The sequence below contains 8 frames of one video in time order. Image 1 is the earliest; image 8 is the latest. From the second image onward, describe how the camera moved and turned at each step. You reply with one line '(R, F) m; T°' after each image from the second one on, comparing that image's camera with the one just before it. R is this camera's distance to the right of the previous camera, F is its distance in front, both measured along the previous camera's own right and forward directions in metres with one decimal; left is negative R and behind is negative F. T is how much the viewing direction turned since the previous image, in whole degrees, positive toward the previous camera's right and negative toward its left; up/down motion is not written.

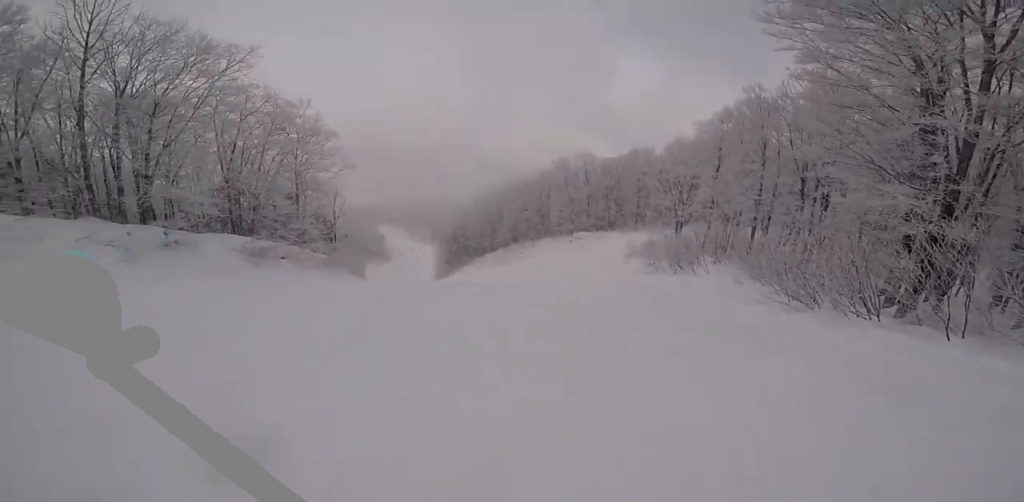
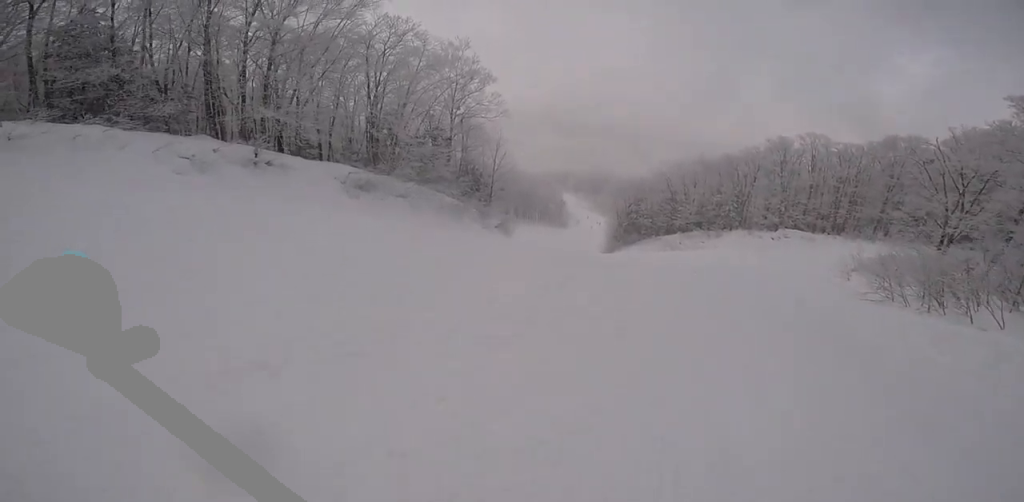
(-1.3, +7.6) m; -44°
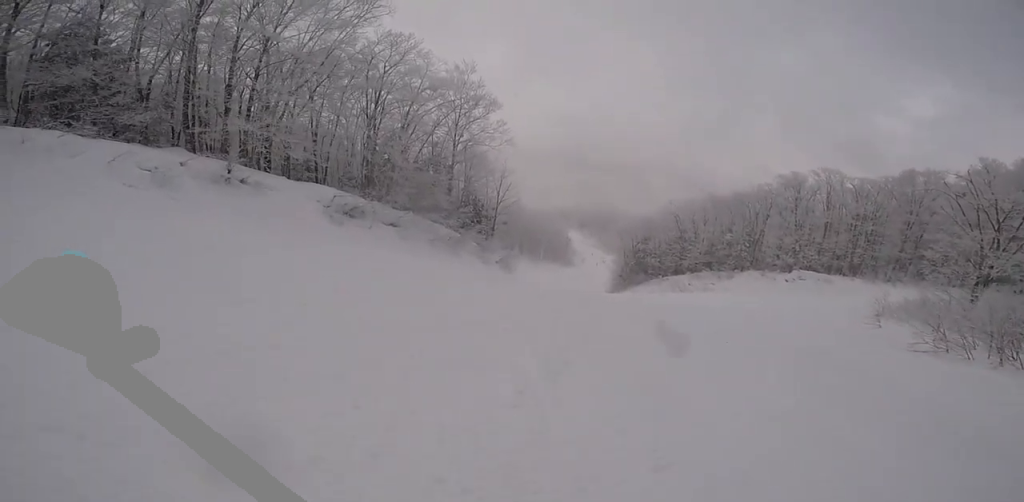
(-1.3, +2.7) m; -13°
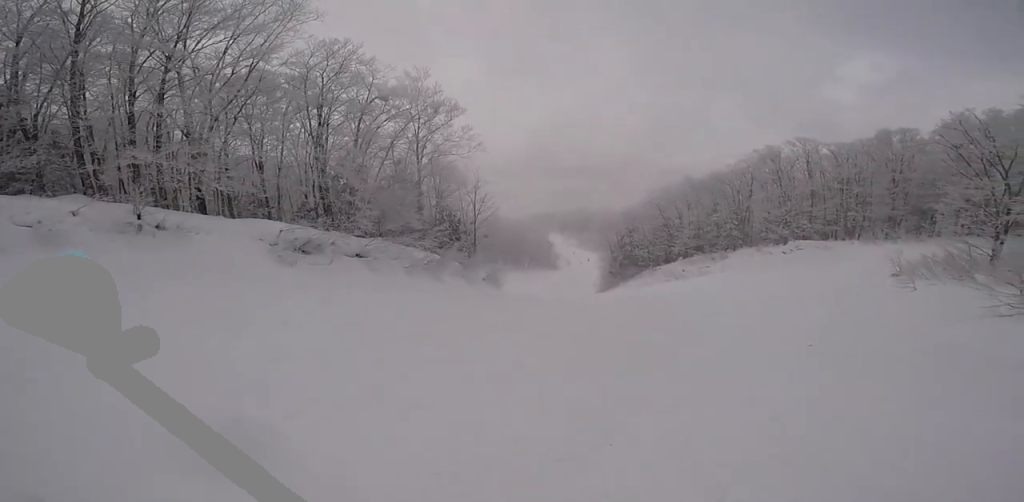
(-0.6, +3.9) m; 0°
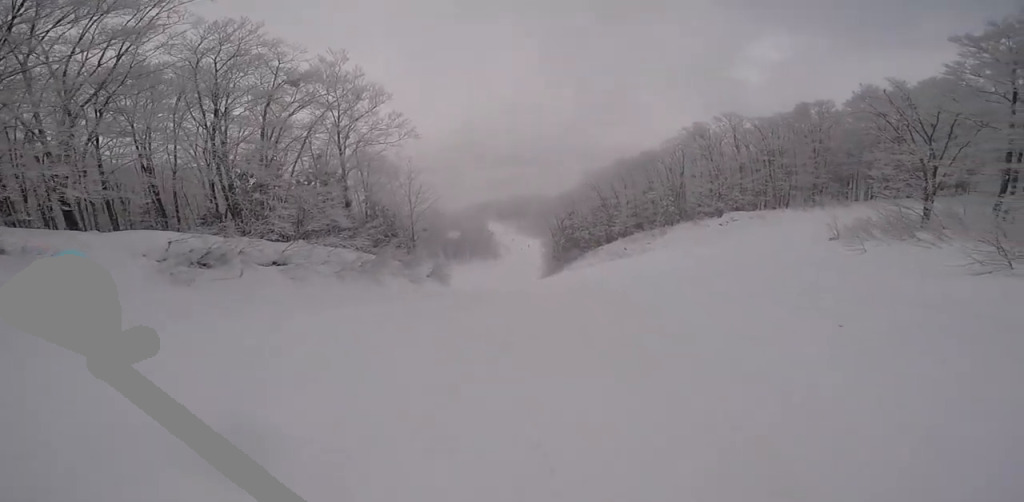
(-0.3, +2.6) m; +13°
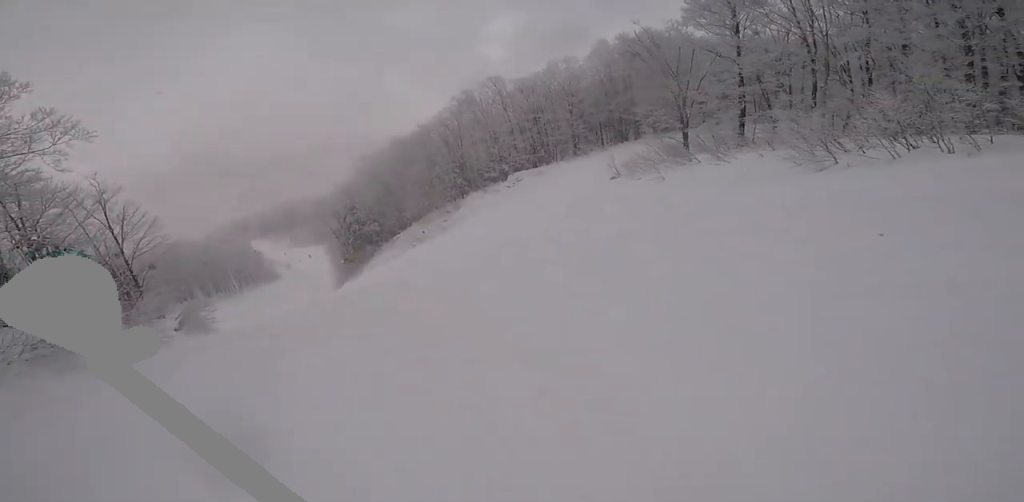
(+1.9, +5.2) m; +18°
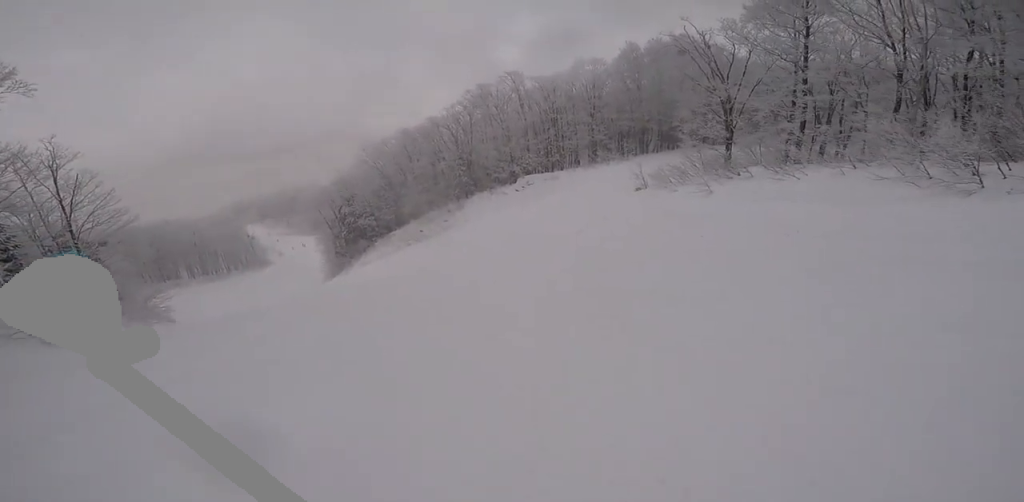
(0.0, +4.3) m; +5°
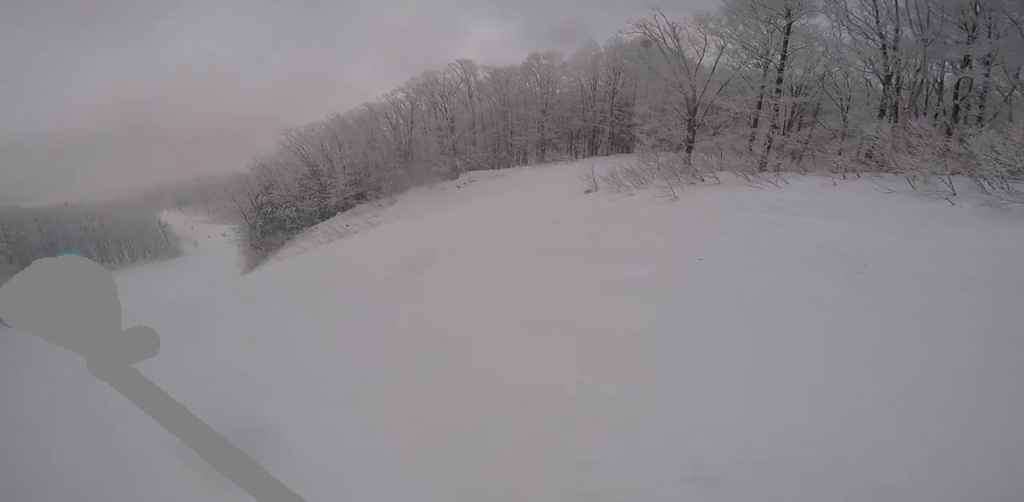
(-0.1, +4.2) m; +1°
